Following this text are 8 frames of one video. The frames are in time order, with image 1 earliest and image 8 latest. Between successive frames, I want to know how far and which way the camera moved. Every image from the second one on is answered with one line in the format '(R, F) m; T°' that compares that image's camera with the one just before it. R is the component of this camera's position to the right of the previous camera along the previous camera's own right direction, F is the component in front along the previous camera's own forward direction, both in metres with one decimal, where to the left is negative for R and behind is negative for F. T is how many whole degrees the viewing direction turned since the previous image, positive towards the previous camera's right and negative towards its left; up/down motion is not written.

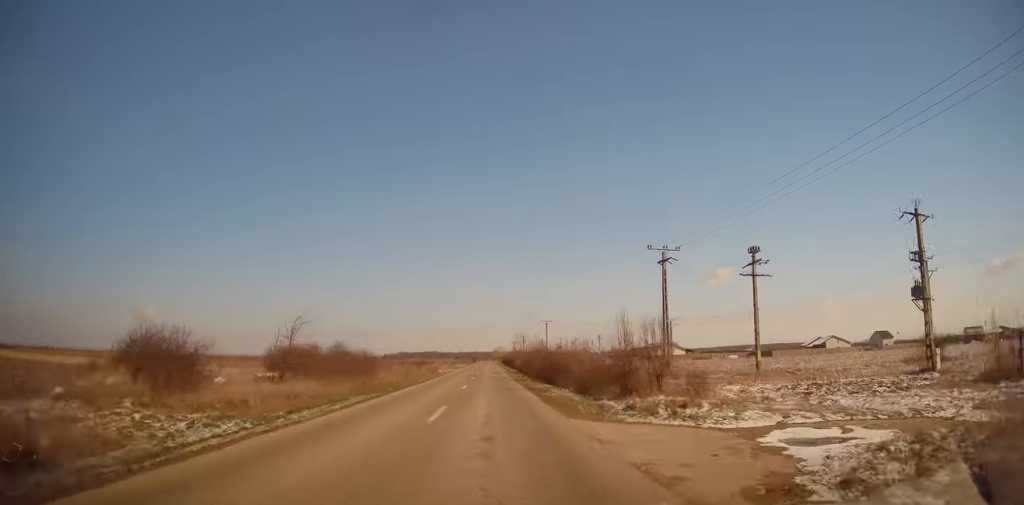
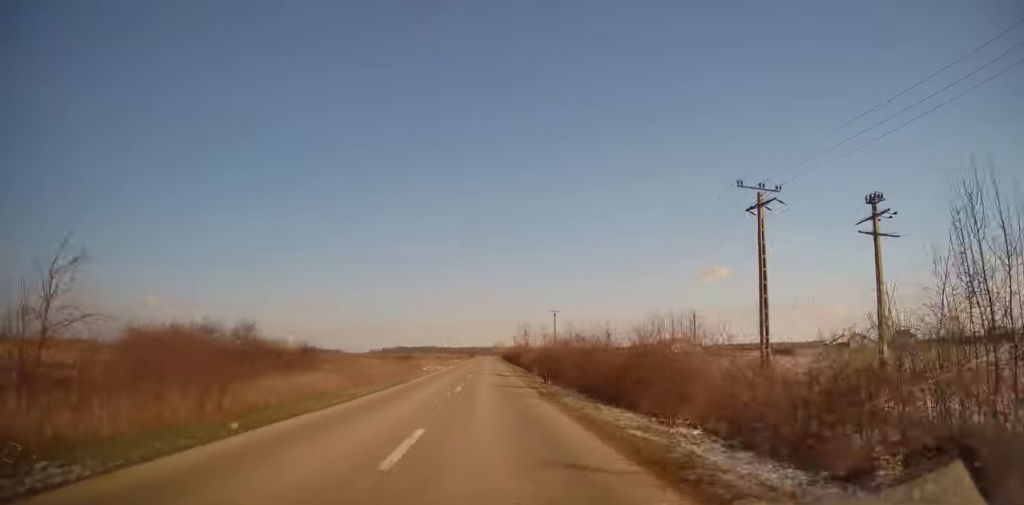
(-0.4, +16.9) m; 0°
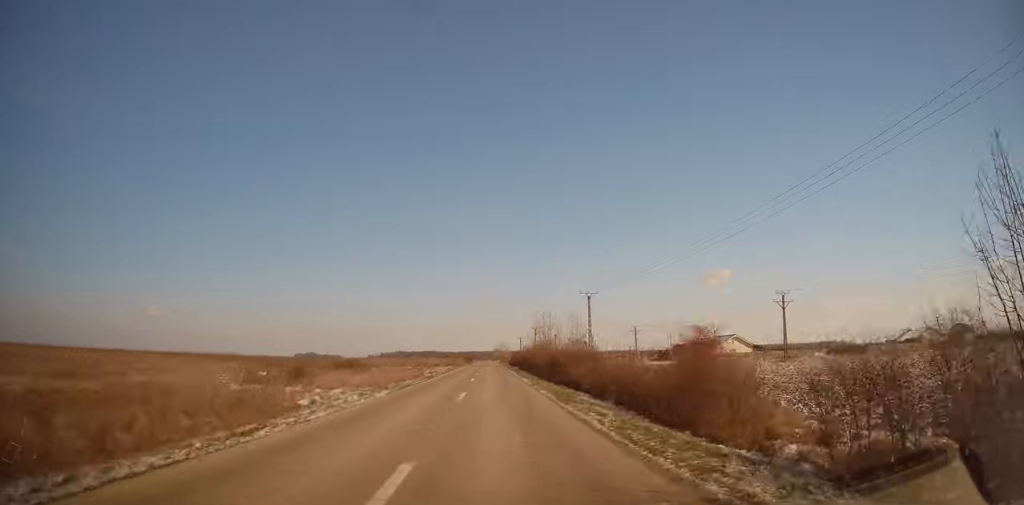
(+0.8, +38.8) m; +1°
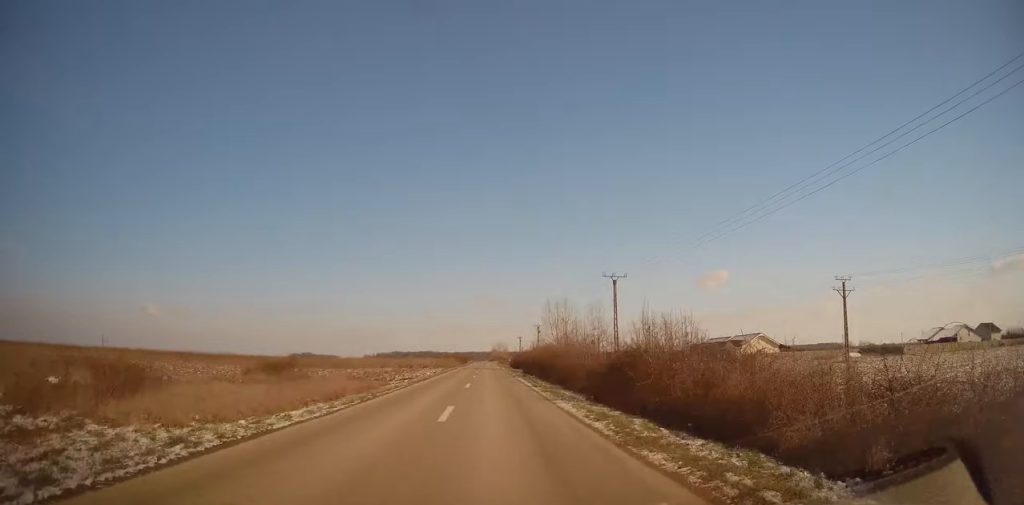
(-0.3, +16.6) m; 0°
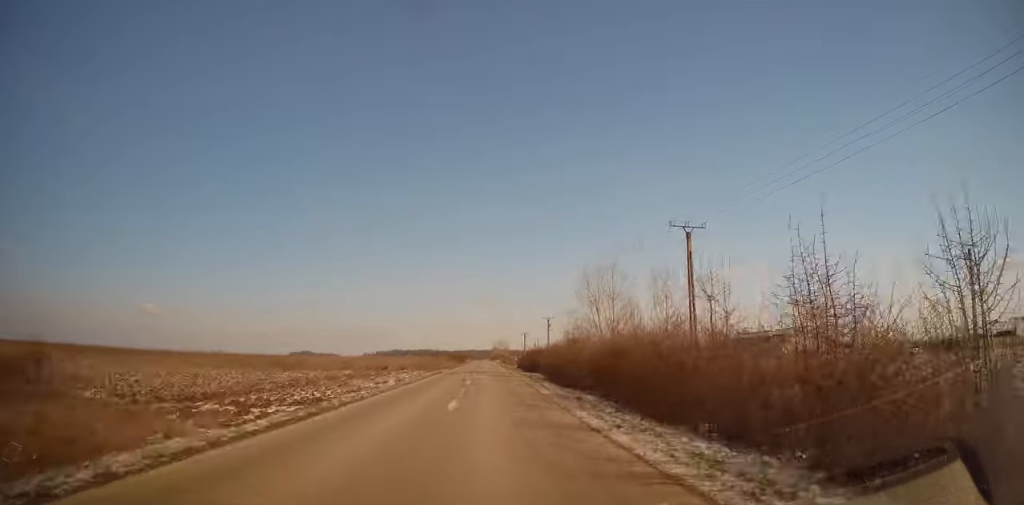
(+0.2, +22.5) m; 0°
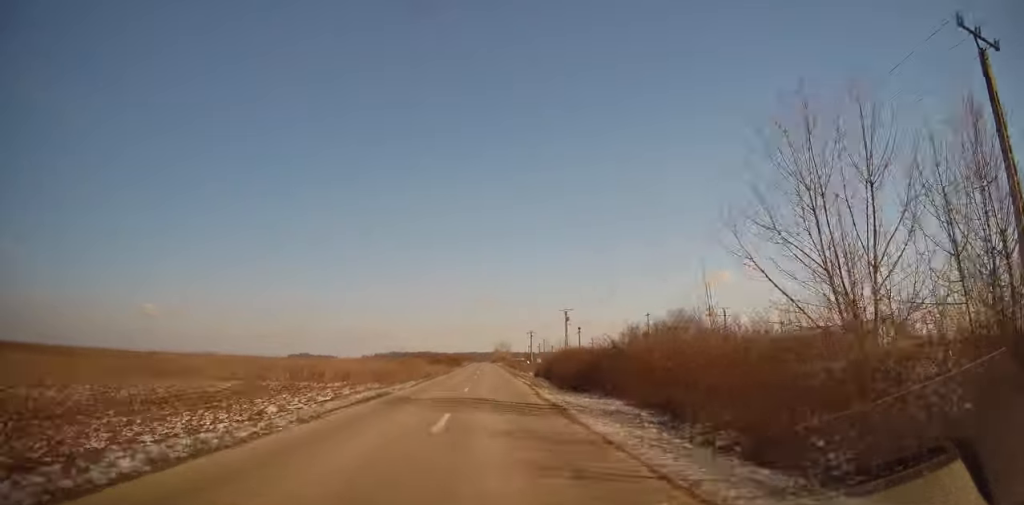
(-0.1, +26.8) m; 0°
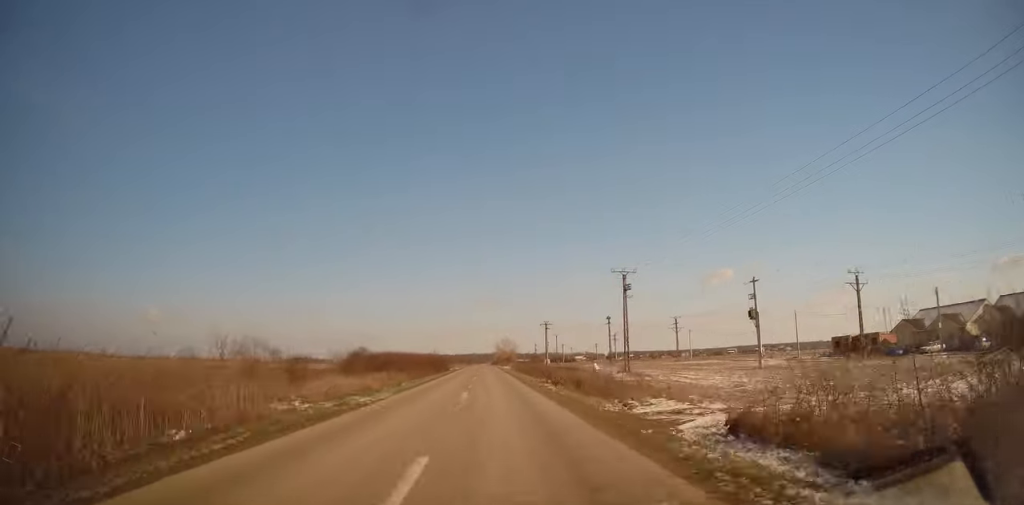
(+0.1, +41.6) m; 0°
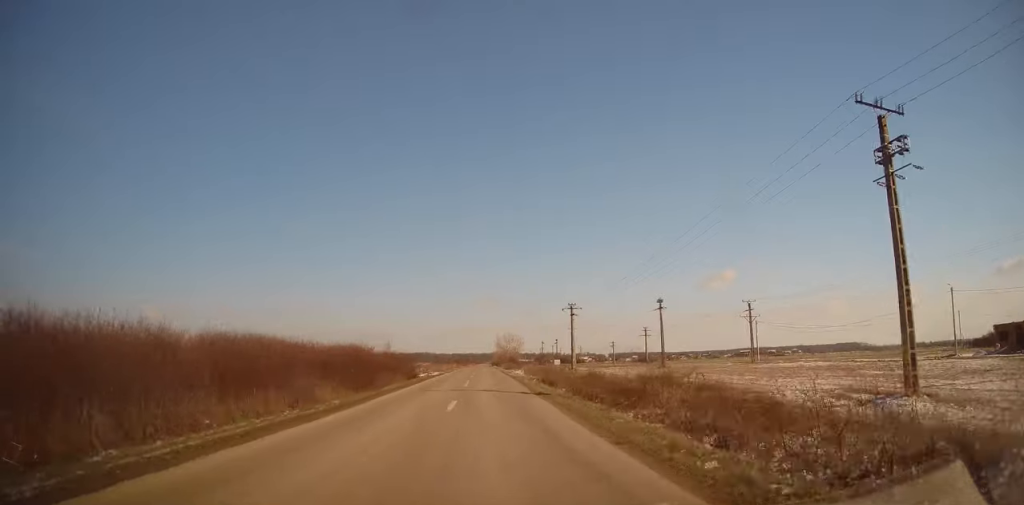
(-0.1, +39.0) m; 0°
